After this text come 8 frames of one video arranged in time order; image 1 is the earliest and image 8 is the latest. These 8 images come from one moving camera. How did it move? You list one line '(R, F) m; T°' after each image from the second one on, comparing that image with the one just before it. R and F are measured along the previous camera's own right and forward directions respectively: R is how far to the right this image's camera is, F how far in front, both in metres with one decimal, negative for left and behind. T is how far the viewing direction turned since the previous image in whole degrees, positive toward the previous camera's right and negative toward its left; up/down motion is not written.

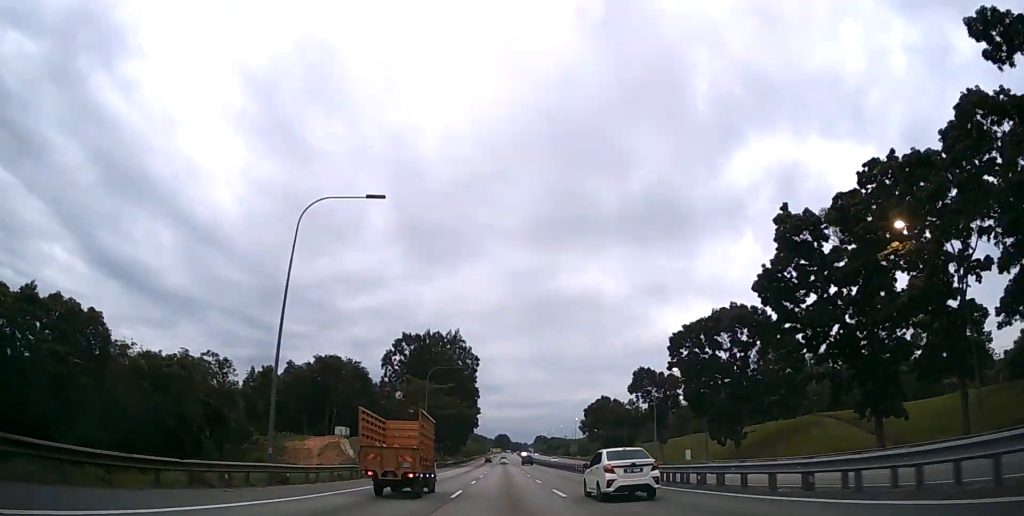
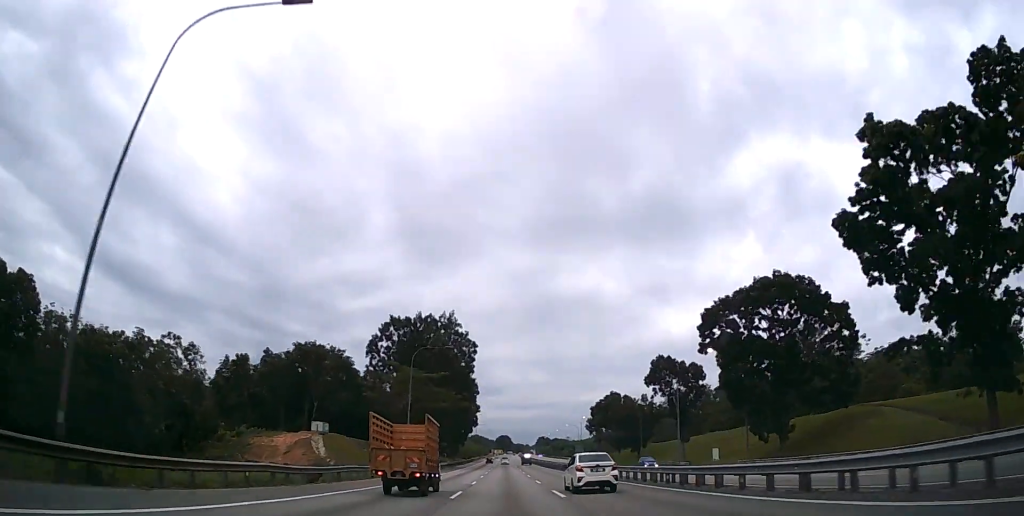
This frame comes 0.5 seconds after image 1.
(0.0, +11.9) m; 0°
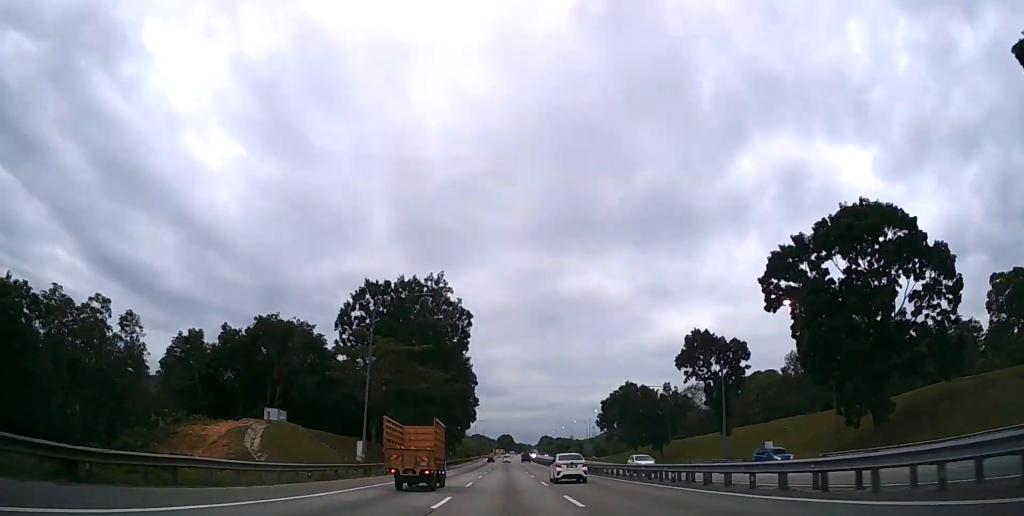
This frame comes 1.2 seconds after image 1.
(-0.1, +16.8) m; 0°
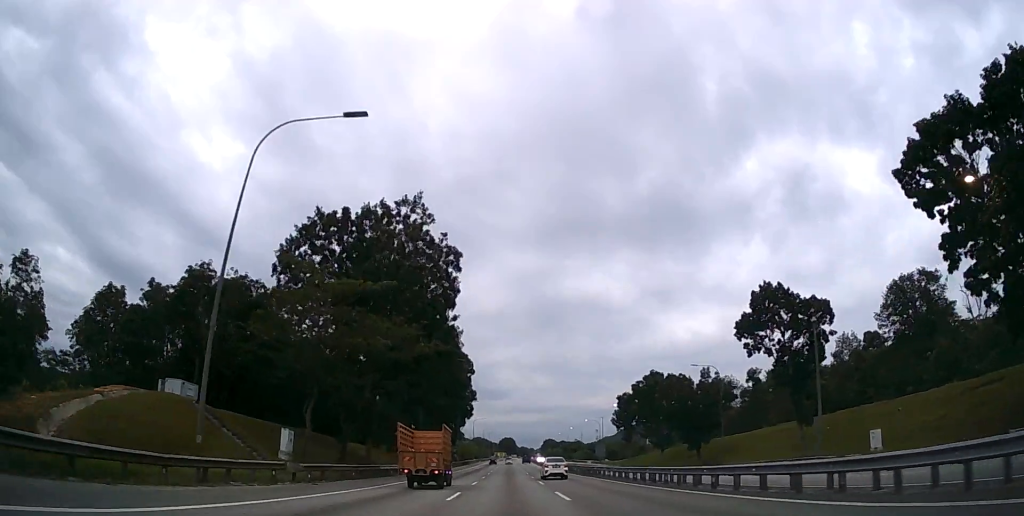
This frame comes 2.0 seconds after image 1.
(0.0, +20.6) m; 0°
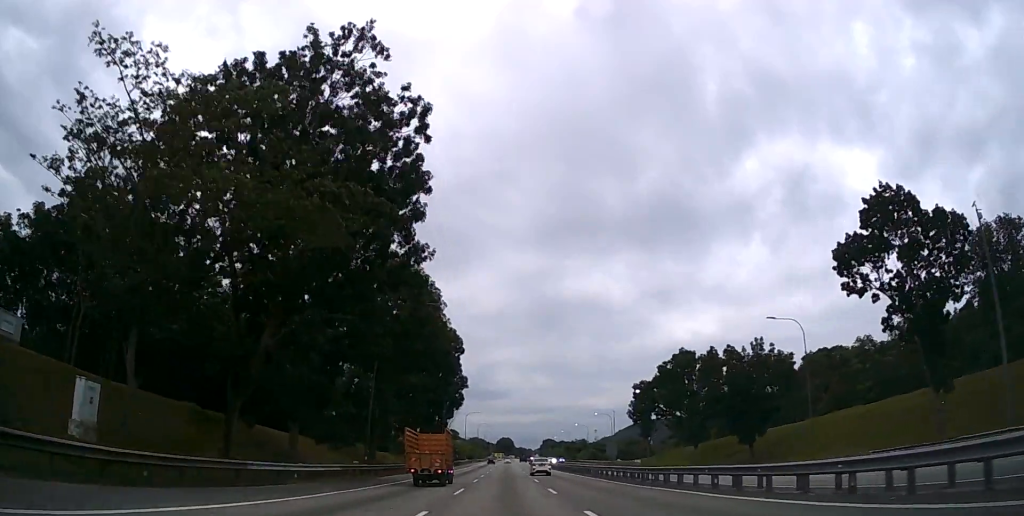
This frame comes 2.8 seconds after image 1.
(+0.1, +20.6) m; 0°
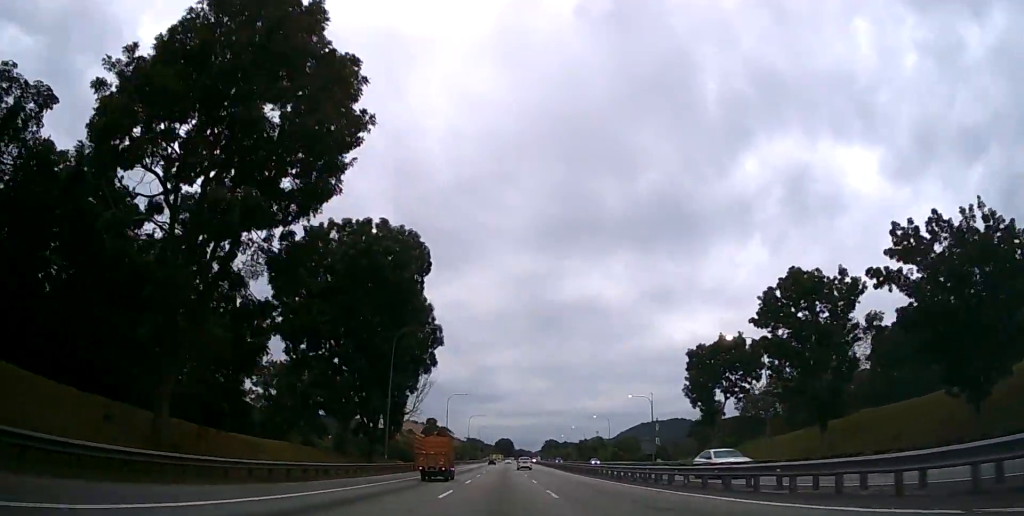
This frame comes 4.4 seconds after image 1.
(0.0, +38.2) m; 0°
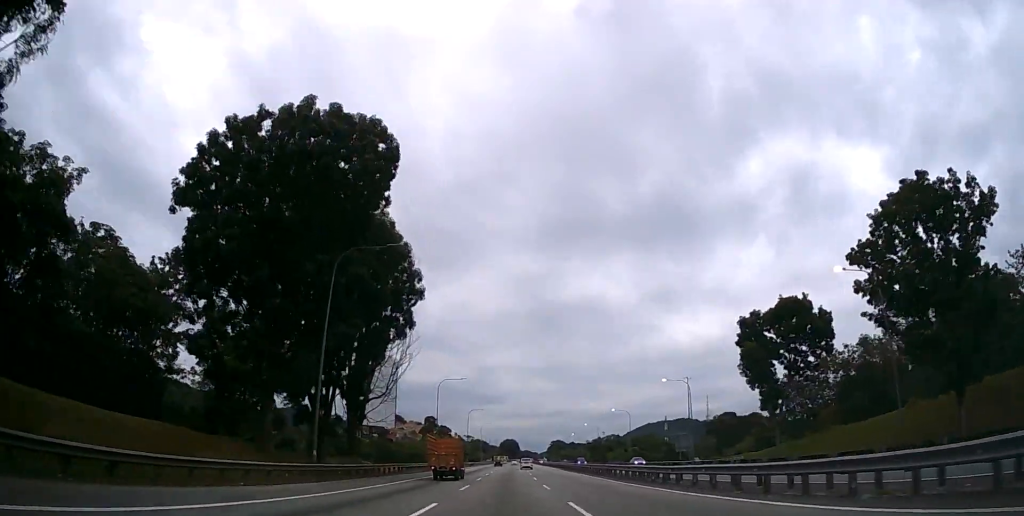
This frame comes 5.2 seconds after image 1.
(-0.1, +18.4) m; 0°
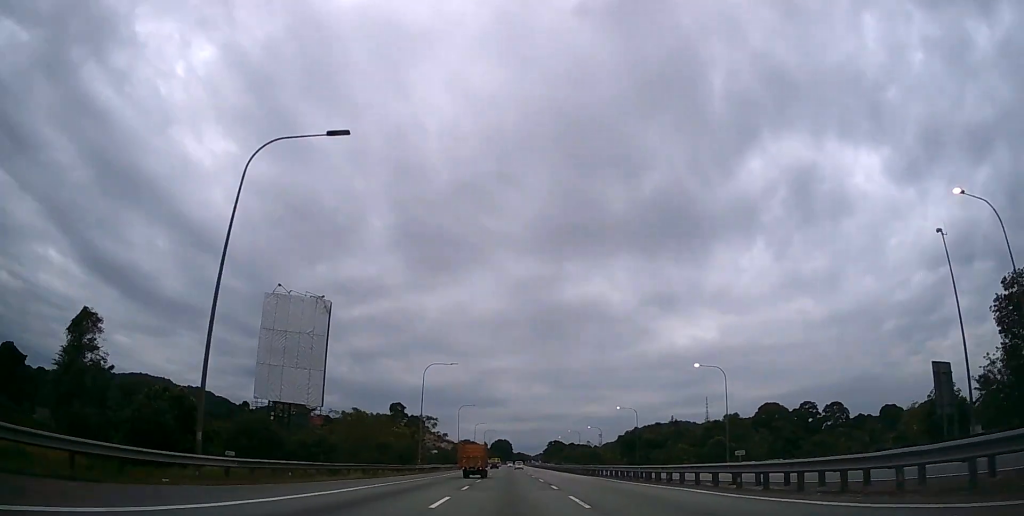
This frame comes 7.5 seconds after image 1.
(+0.3, +56.8) m; +1°
